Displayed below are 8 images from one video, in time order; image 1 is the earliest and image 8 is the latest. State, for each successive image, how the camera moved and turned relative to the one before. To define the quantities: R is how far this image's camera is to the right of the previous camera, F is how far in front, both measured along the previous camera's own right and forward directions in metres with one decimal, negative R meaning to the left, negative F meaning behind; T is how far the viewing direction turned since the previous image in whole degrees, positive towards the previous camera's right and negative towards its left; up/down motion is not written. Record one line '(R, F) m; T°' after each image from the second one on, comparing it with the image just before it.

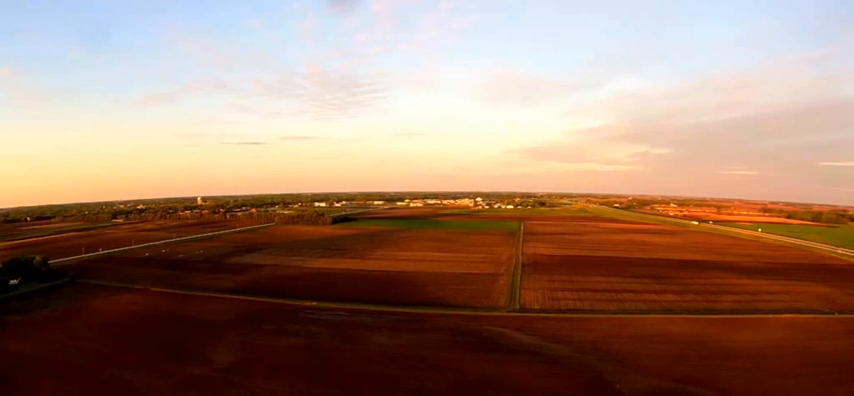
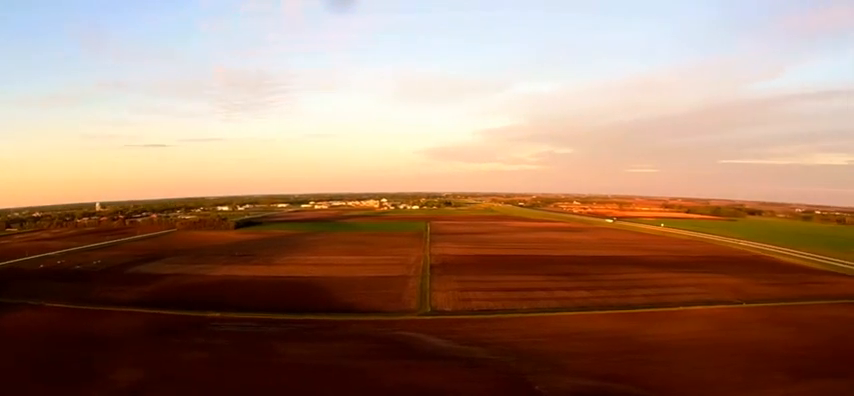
(+0.2, +6.3) m; +3°
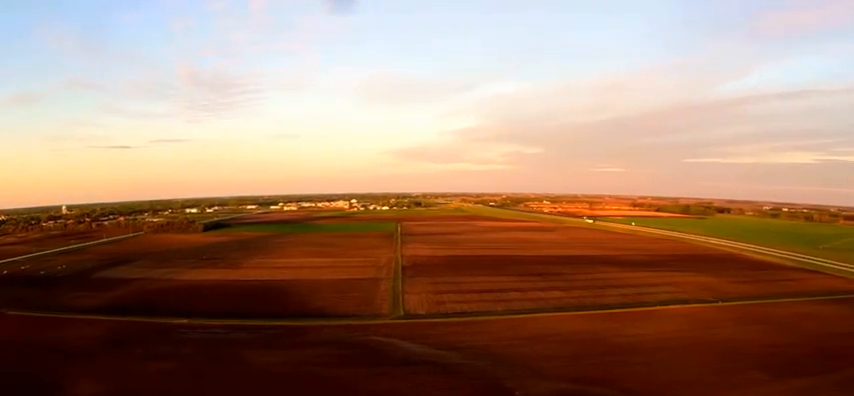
(+0.1, +5.3) m; +2°
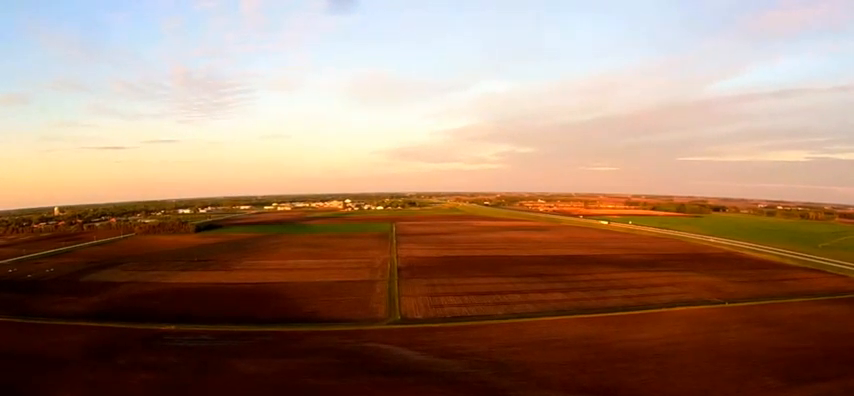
(+0.2, +9.9) m; +3°
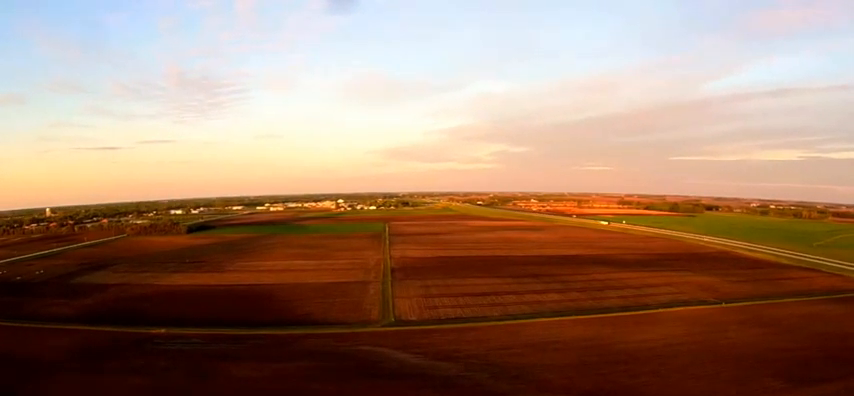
(+0.1, +3.3) m; +1°
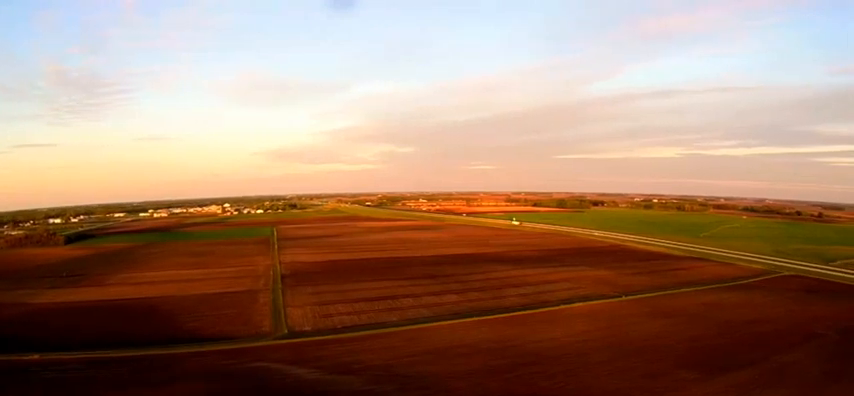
(+0.4, +10.7) m; +5°
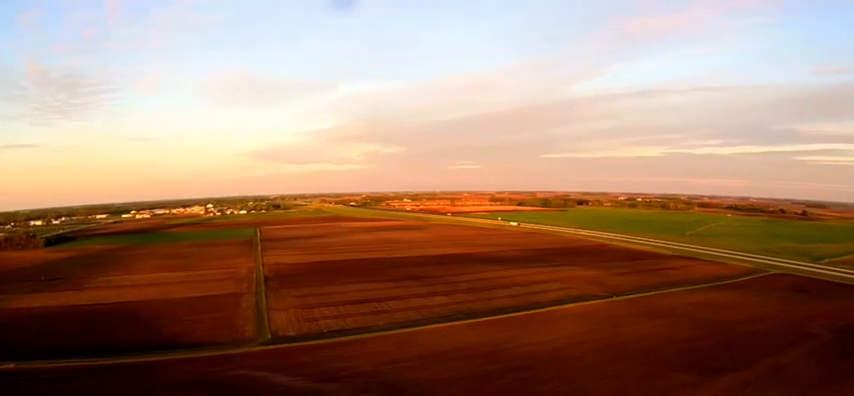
(+0.2, +6.0) m; +3°
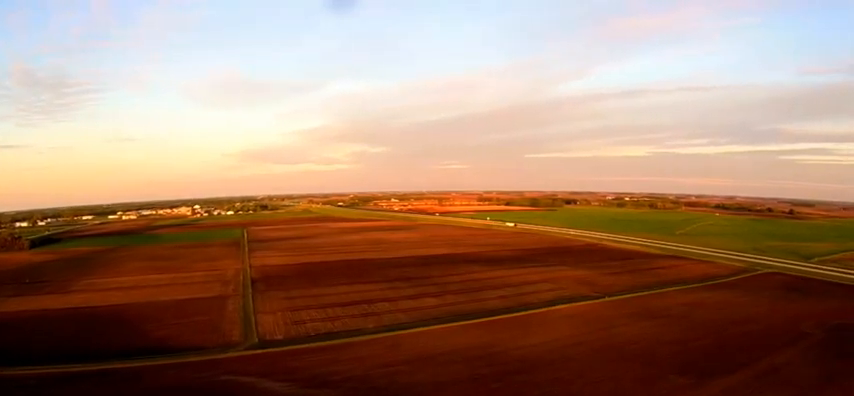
(+0.1, +3.8) m; +1°
